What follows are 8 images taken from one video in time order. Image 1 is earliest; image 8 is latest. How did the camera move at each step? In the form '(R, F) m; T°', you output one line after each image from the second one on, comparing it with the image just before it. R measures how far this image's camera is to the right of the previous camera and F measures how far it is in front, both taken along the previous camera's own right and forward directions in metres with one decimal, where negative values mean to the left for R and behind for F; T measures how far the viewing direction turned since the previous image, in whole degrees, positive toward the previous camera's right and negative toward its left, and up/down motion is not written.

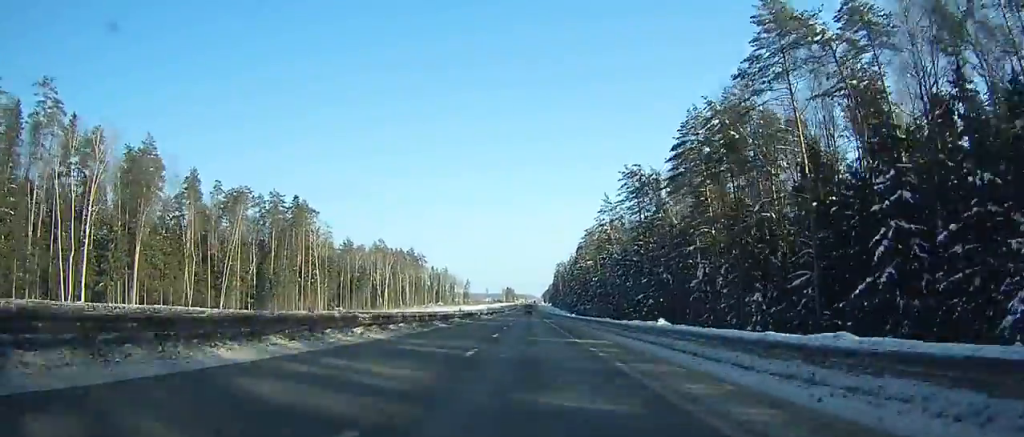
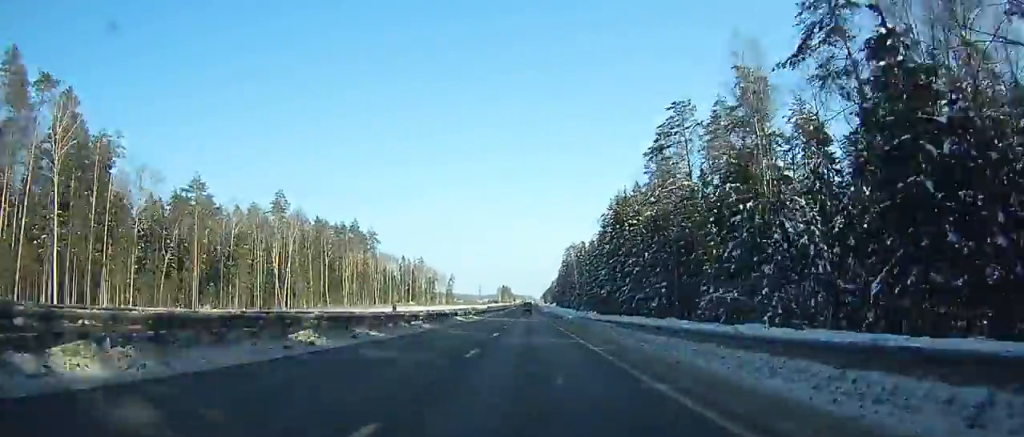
(-0.4, +109.2) m; 0°
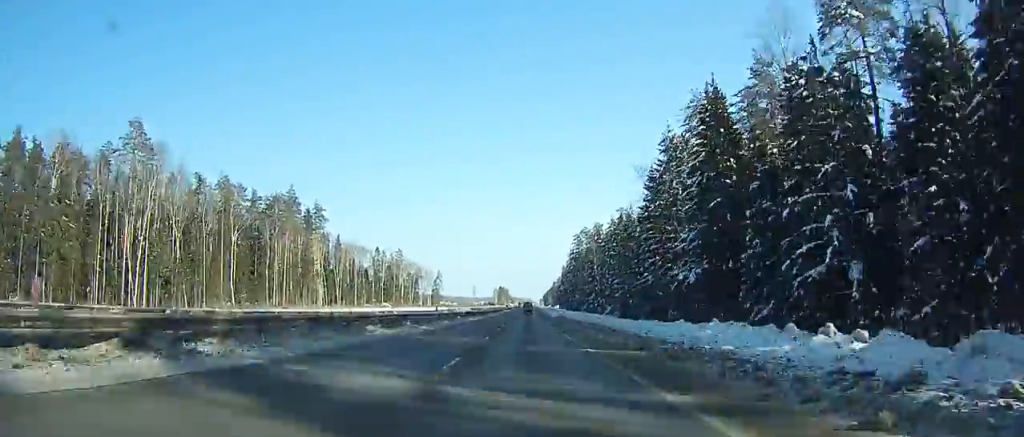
(+0.2, +63.4) m; 0°
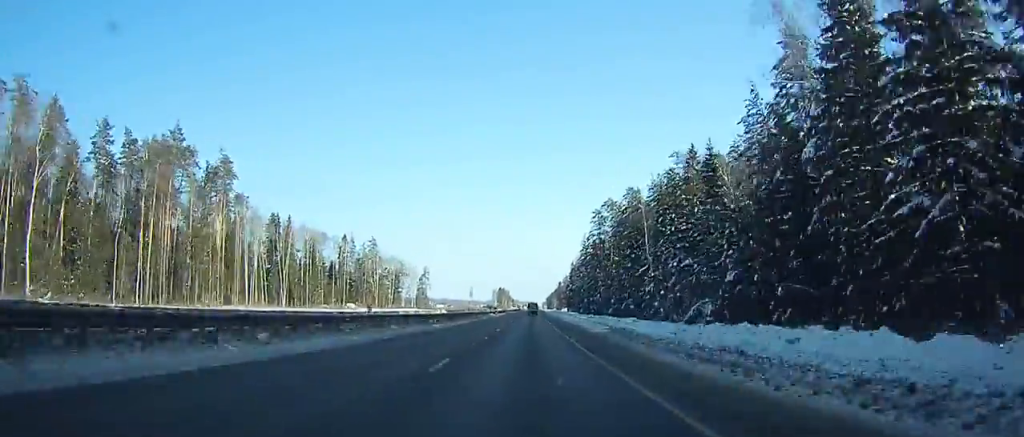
(+0.2, +60.9) m; 0°
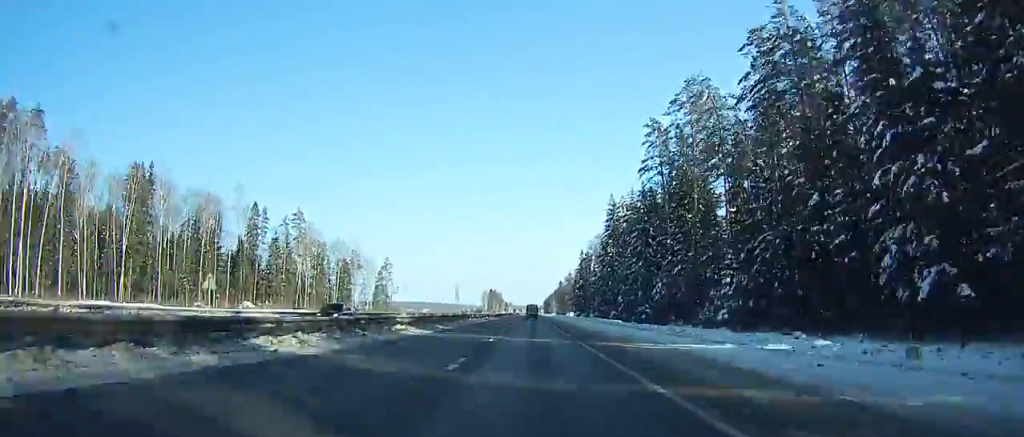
(+0.1, +83.3) m; 0°
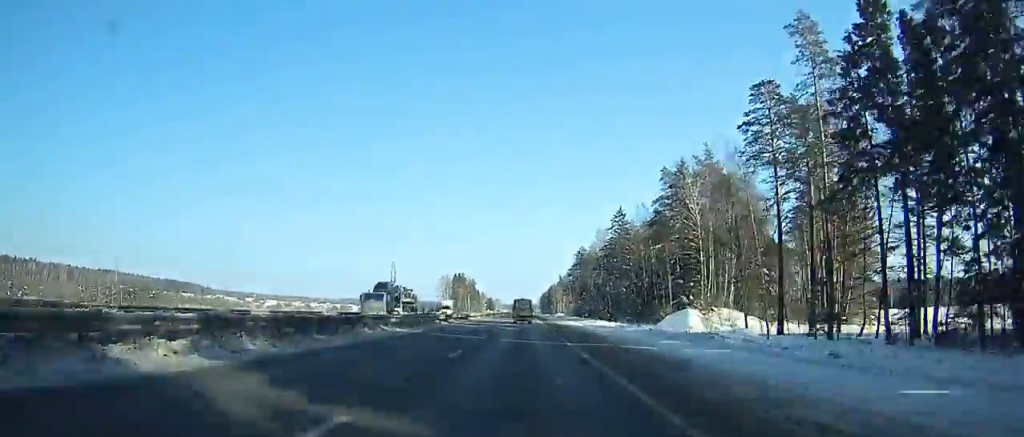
(+1.0, +226.1) m; +1°
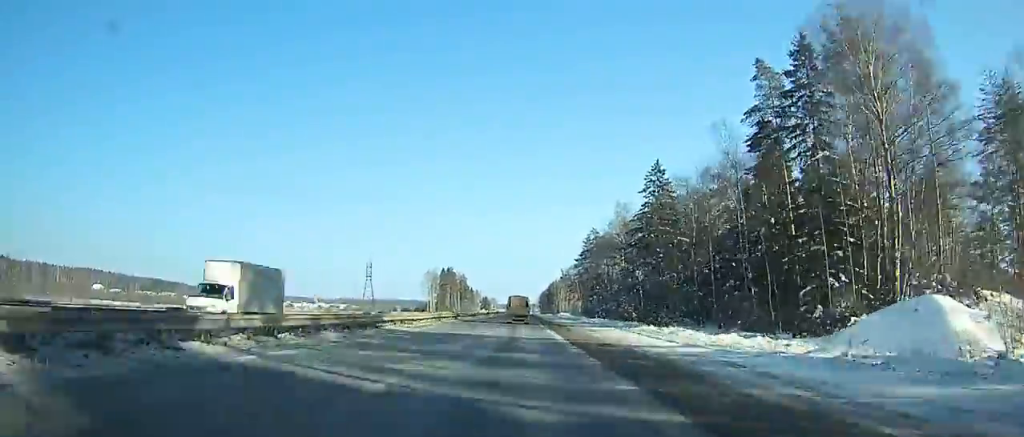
(+0.1, +43.7) m; 0°
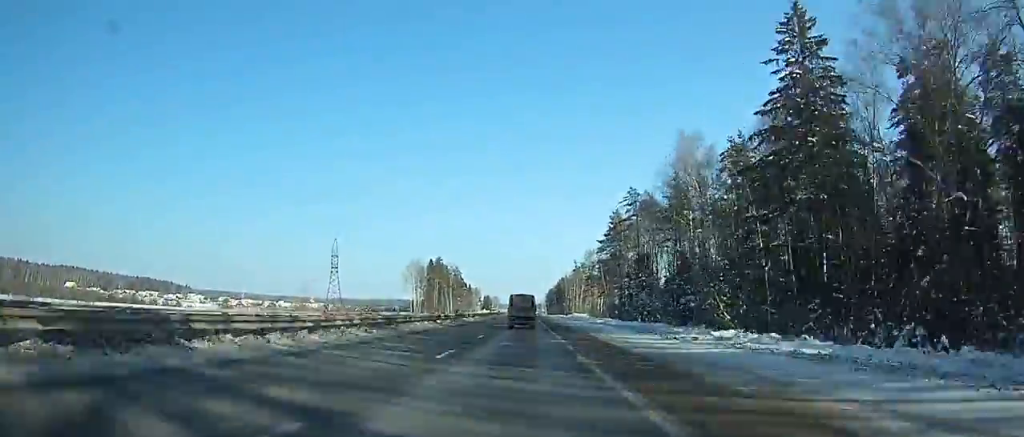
(0.0, +54.6) m; 0°
